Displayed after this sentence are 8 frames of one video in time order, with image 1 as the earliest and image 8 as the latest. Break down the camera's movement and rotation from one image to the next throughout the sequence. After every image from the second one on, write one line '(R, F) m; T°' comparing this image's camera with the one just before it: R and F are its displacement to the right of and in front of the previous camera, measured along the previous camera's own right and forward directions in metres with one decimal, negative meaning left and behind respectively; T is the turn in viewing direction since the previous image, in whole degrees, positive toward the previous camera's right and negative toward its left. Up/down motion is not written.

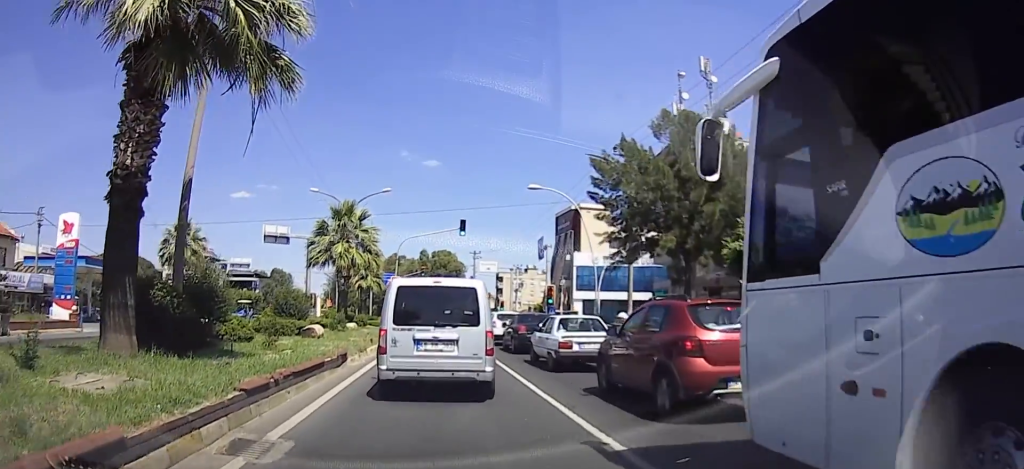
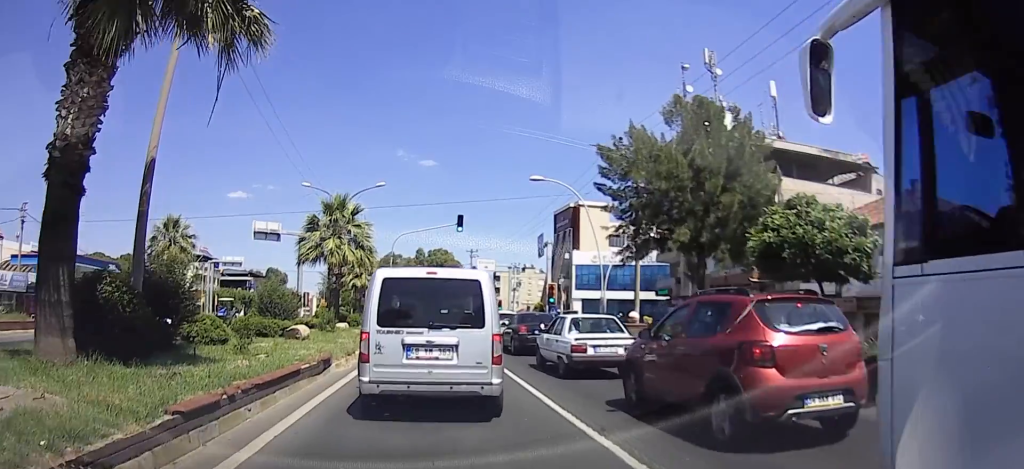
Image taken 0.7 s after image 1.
(0.0, +6.7) m; 0°
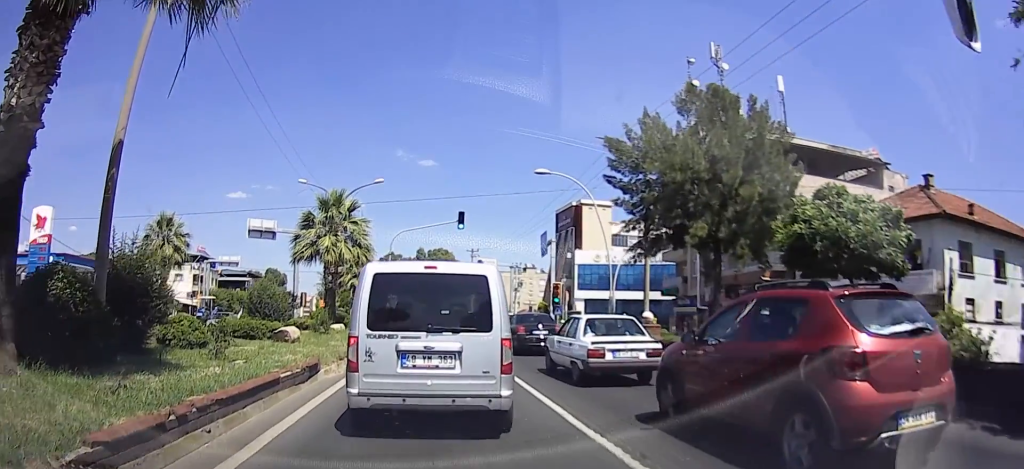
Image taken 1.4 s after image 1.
(0.0, +7.0) m; 0°
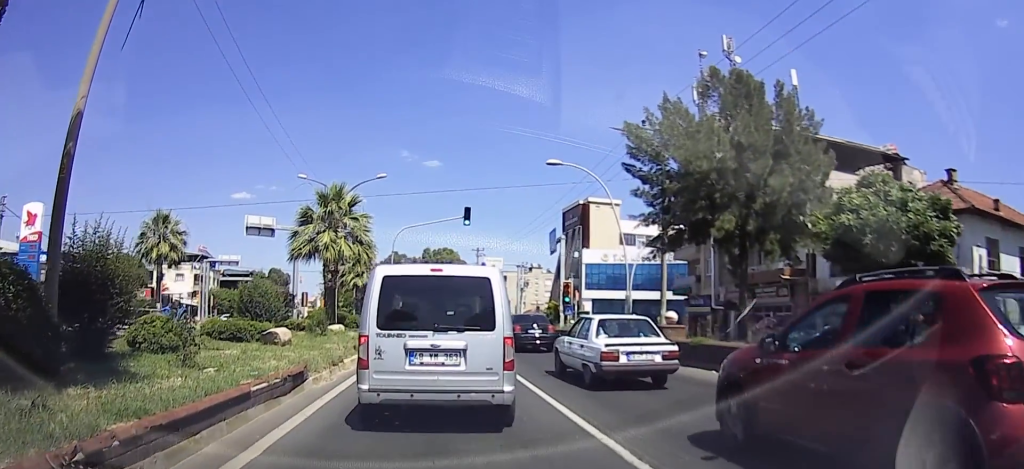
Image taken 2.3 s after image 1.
(0.0, +9.2) m; 0°
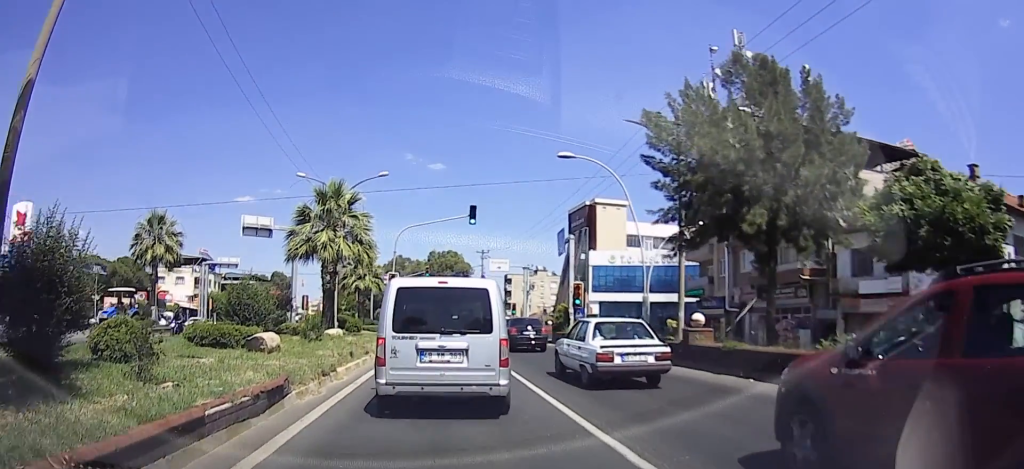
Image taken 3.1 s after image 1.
(0.0, +7.6) m; 0°
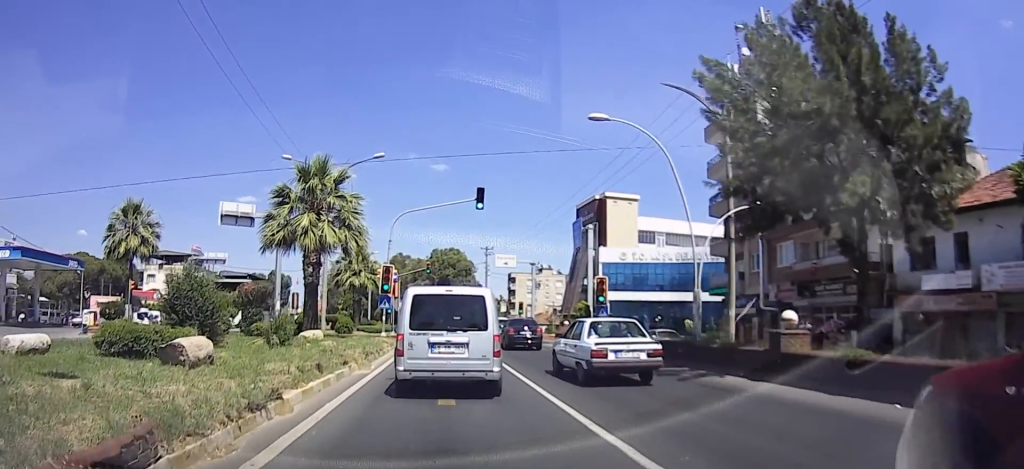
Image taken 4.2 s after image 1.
(0.0, +11.1) m; 0°
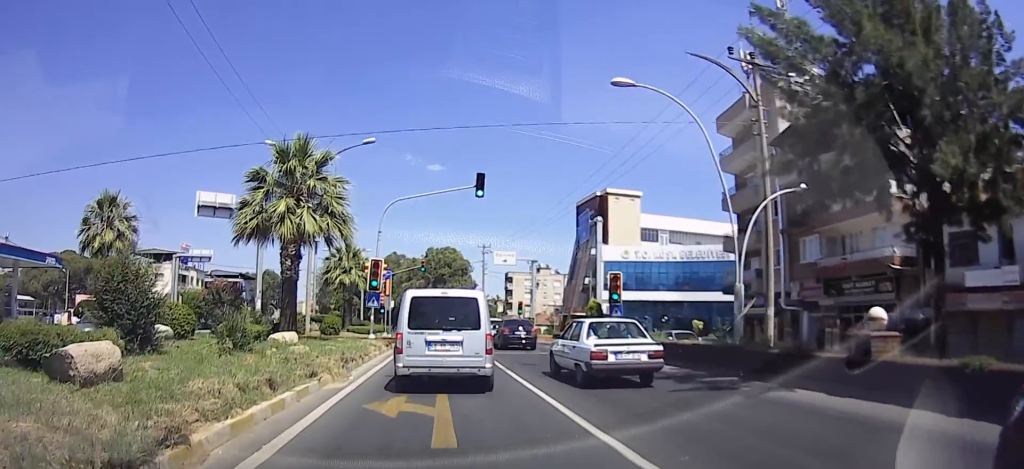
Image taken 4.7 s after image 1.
(0.0, +5.2) m; 0°
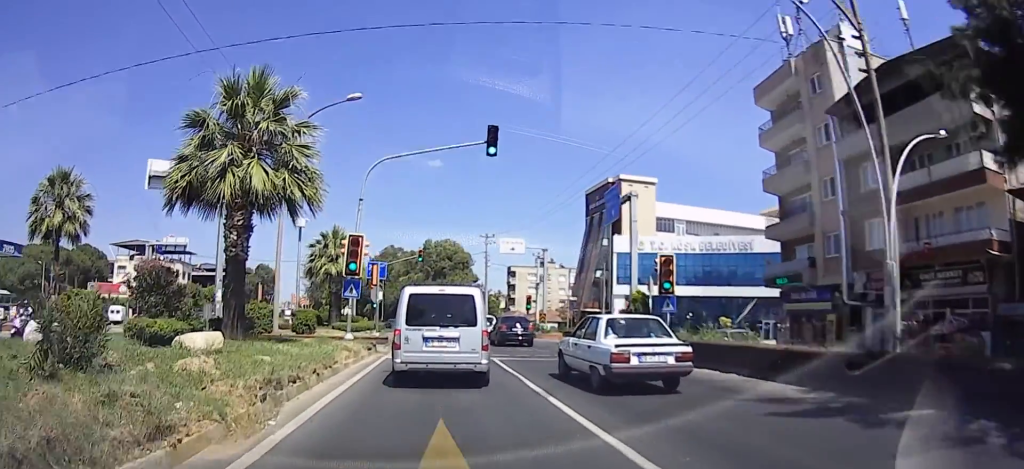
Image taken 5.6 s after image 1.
(0.0, +8.5) m; 0°
